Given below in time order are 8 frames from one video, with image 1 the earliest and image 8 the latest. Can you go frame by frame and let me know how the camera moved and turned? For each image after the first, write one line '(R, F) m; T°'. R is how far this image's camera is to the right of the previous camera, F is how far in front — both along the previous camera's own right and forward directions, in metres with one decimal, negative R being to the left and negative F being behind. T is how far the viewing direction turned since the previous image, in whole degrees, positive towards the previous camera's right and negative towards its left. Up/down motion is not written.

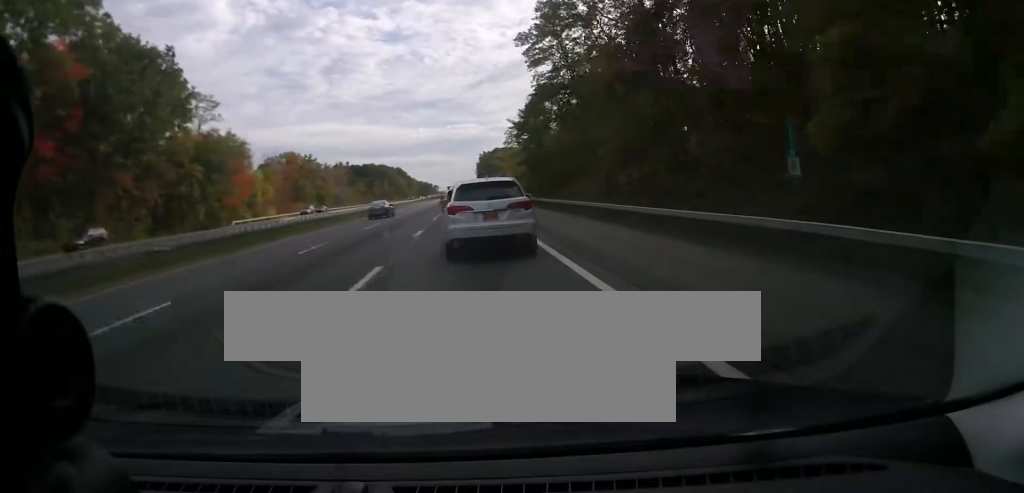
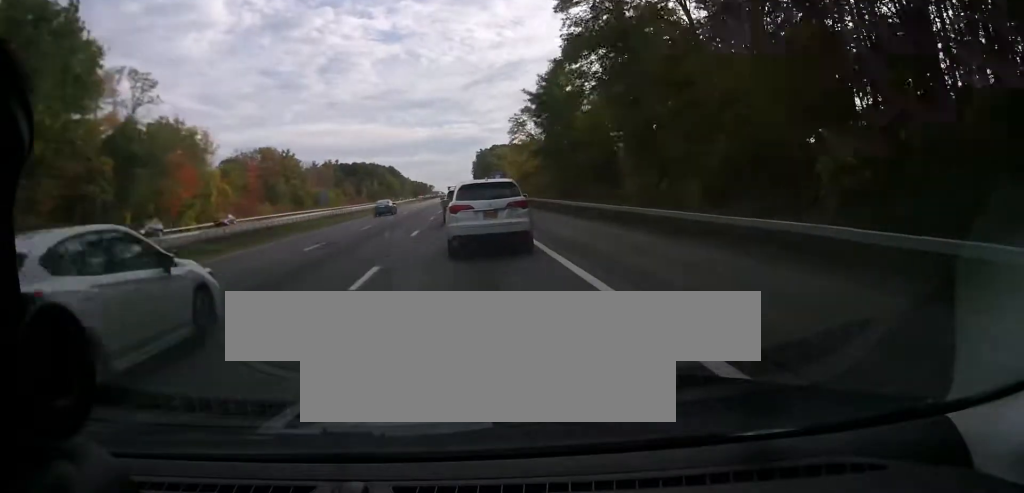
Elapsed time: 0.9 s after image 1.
(0.0, +23.6) m; 0°
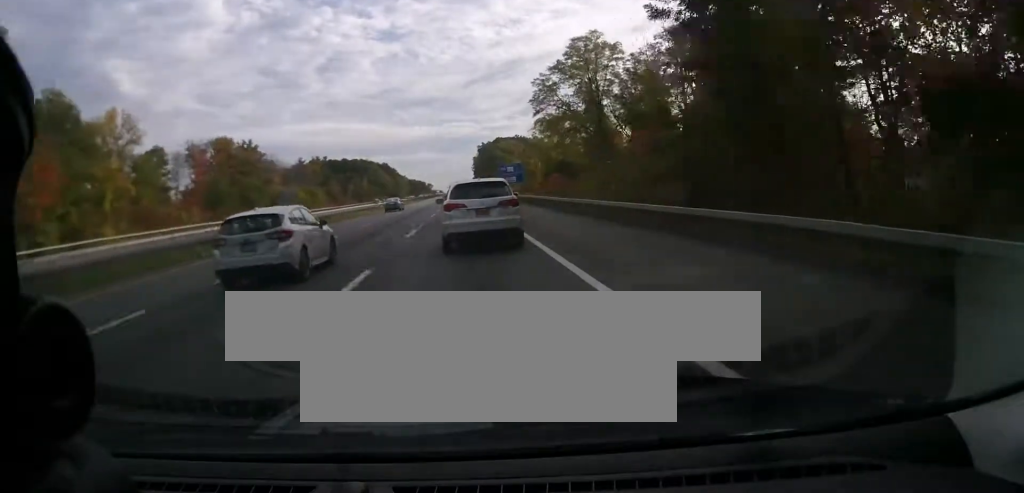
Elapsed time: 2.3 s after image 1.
(0.0, +37.1) m; 0°
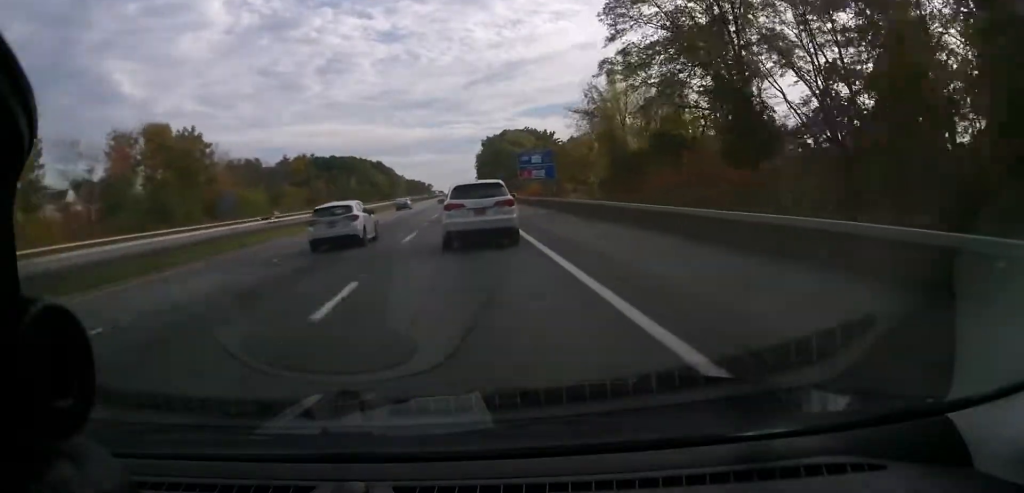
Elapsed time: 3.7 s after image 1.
(+0.4, +38.3) m; +1°
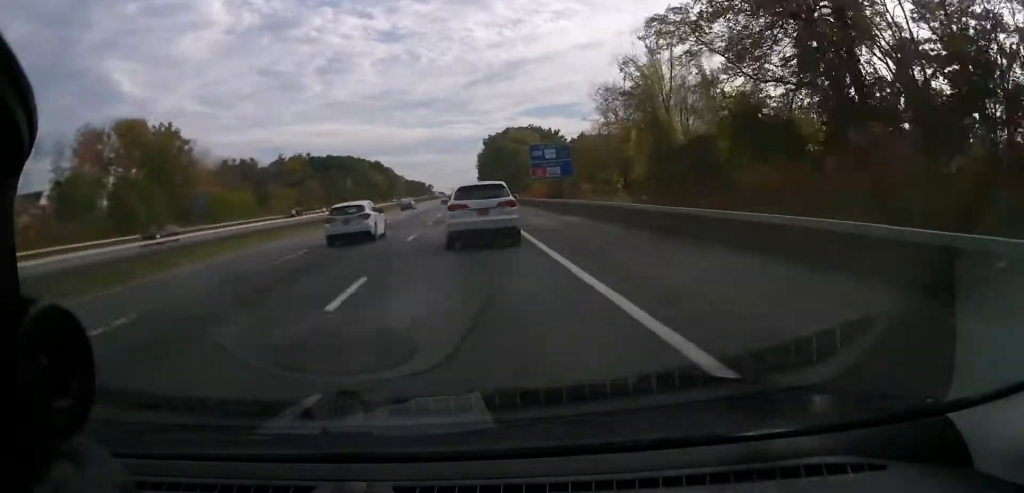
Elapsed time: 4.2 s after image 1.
(+0.1, +11.5) m; 0°
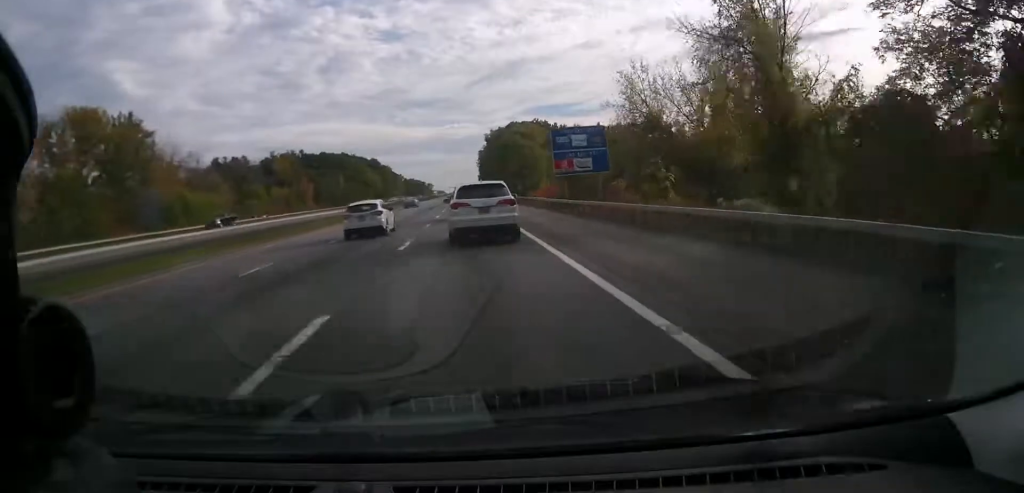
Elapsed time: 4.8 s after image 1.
(-0.1, +15.9) m; 0°
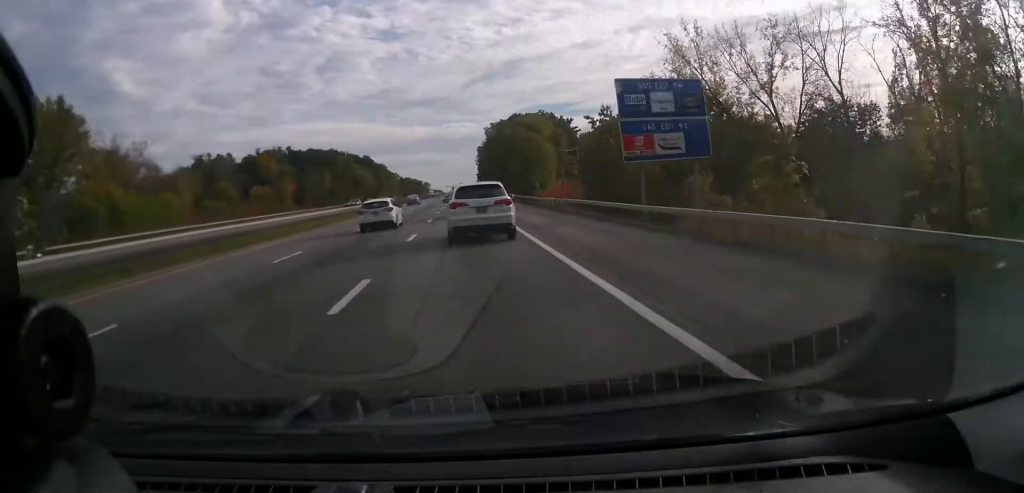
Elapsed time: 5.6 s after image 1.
(-0.1, +21.1) m; 0°
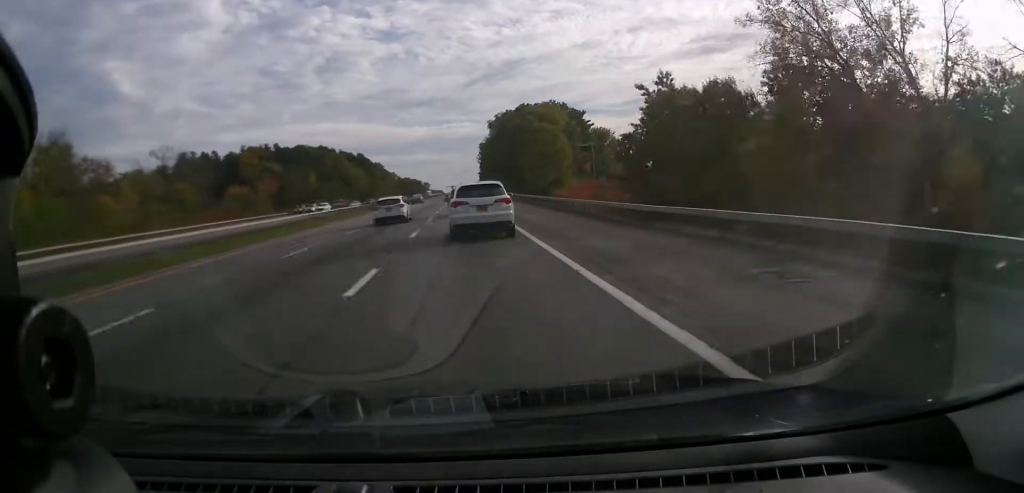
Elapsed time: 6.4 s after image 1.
(-0.1, +22.8) m; 0°
